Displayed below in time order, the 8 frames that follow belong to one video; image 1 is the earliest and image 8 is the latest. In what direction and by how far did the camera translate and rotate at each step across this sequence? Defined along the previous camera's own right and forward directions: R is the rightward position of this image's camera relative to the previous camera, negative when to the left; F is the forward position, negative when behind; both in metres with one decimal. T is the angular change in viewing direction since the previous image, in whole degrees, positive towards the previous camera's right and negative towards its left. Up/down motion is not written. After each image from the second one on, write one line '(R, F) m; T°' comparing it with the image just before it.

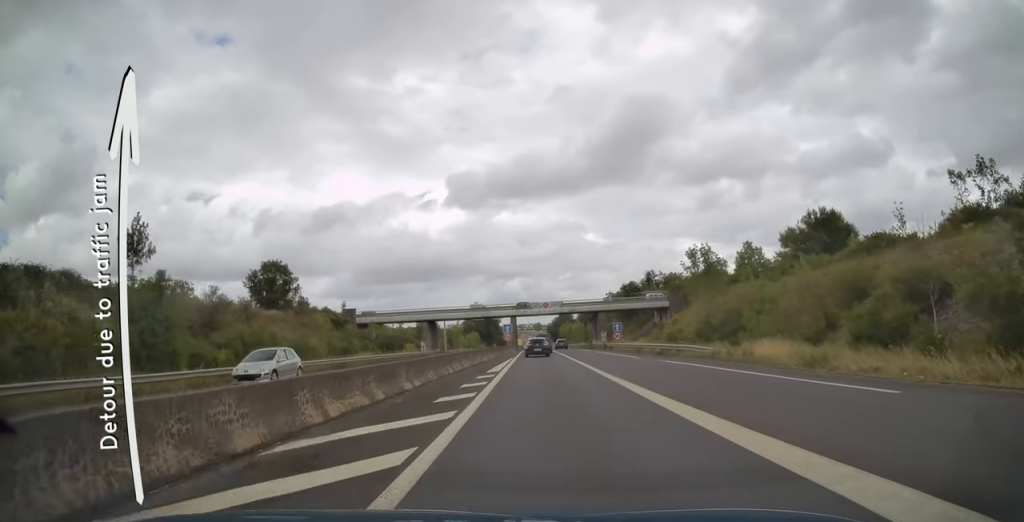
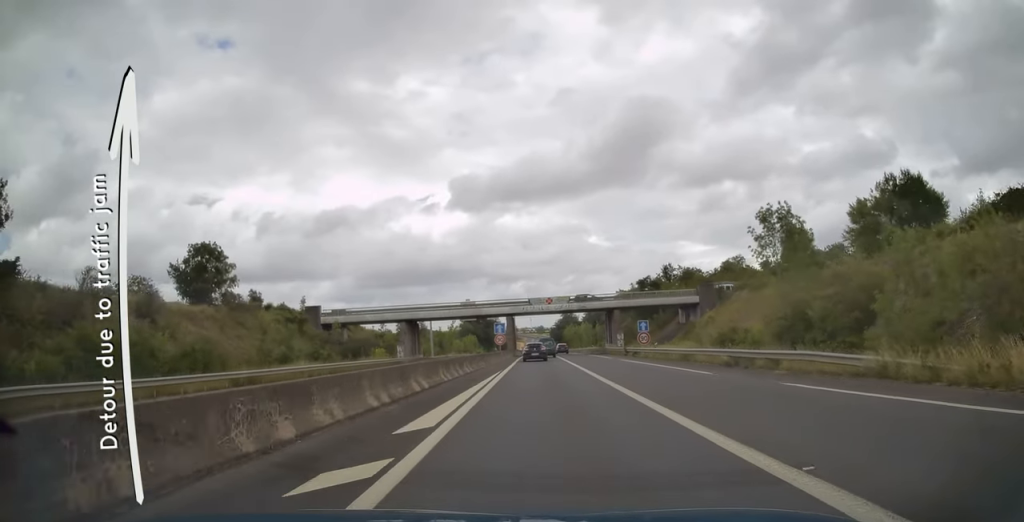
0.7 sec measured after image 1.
(0.0, +15.9) m; 0°
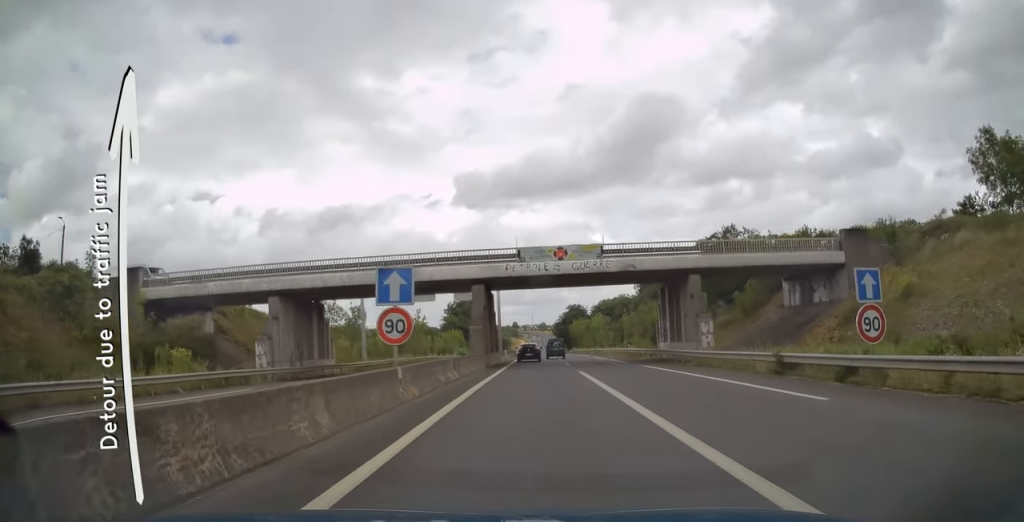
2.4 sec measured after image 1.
(-0.3, +36.8) m; 0°
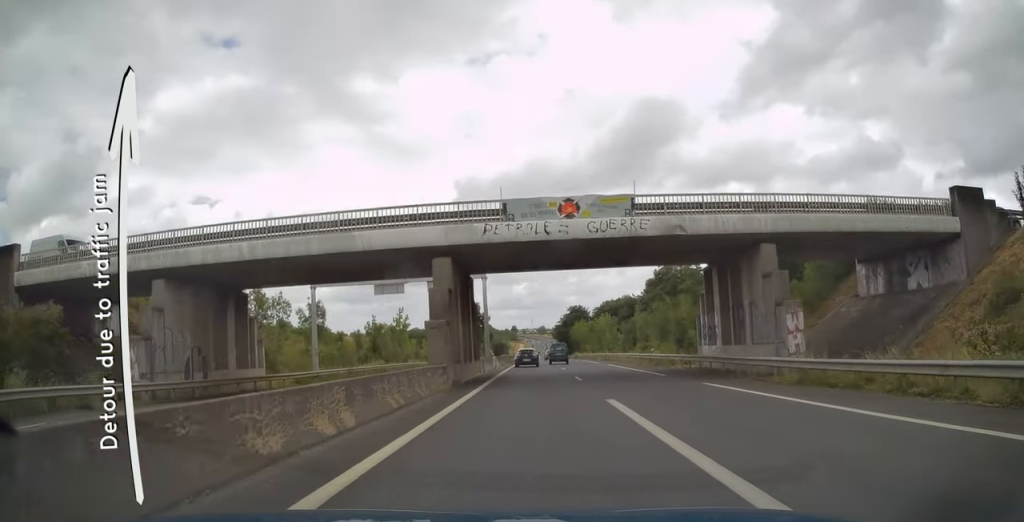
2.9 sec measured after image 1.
(0.0, +12.5) m; 0°
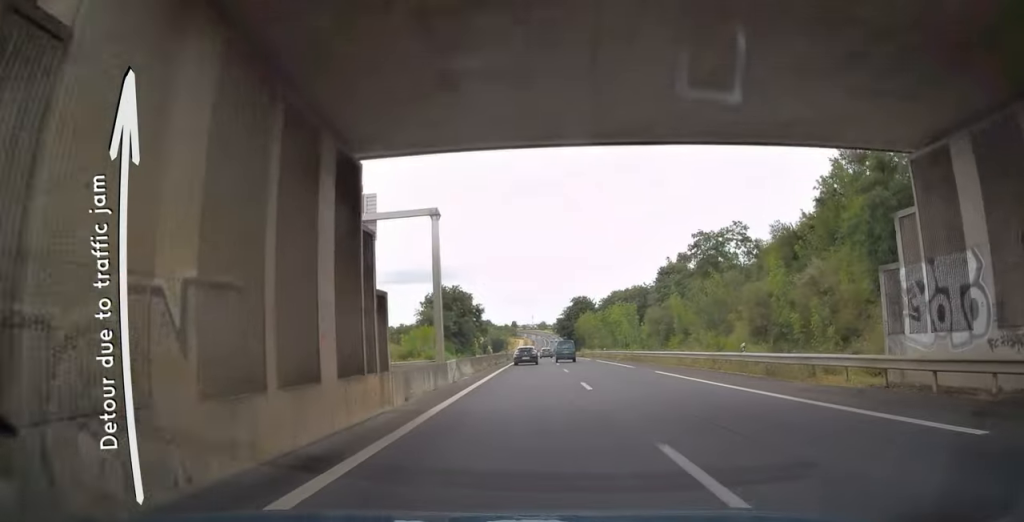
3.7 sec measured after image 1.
(+0.2, +19.8) m; 0°
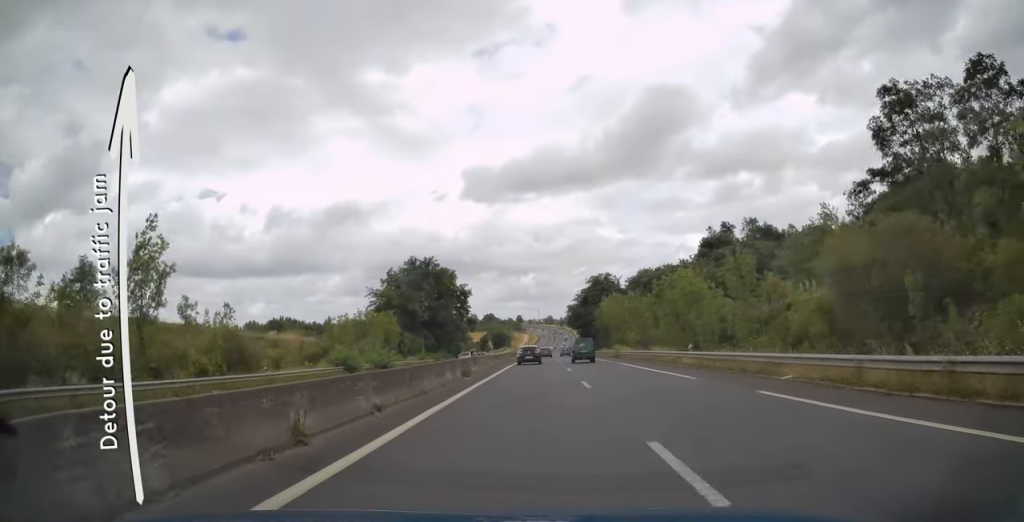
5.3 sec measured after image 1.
(-0.6, +39.4) m; -1°
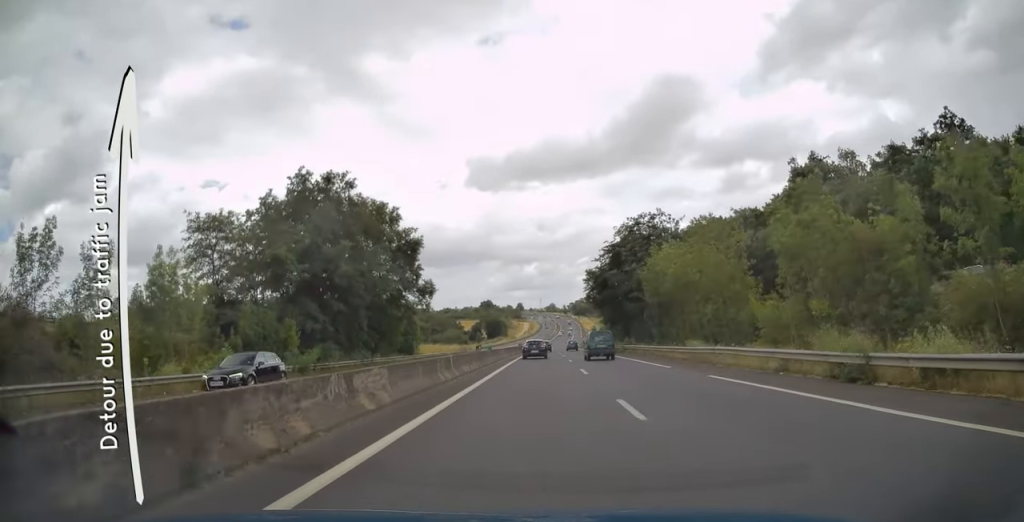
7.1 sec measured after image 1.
(0.0, +48.4) m; 0°
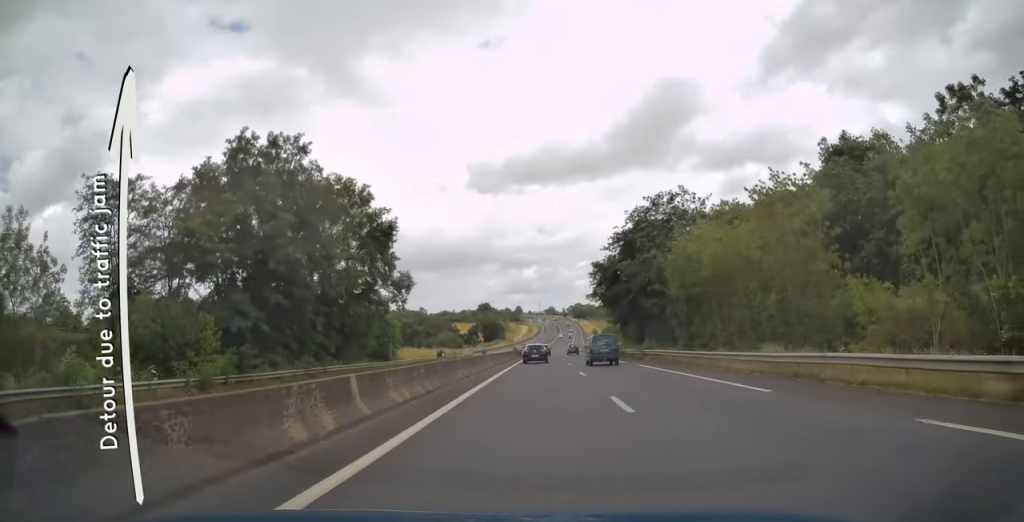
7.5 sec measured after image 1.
(0.0, +11.7) m; 0°
